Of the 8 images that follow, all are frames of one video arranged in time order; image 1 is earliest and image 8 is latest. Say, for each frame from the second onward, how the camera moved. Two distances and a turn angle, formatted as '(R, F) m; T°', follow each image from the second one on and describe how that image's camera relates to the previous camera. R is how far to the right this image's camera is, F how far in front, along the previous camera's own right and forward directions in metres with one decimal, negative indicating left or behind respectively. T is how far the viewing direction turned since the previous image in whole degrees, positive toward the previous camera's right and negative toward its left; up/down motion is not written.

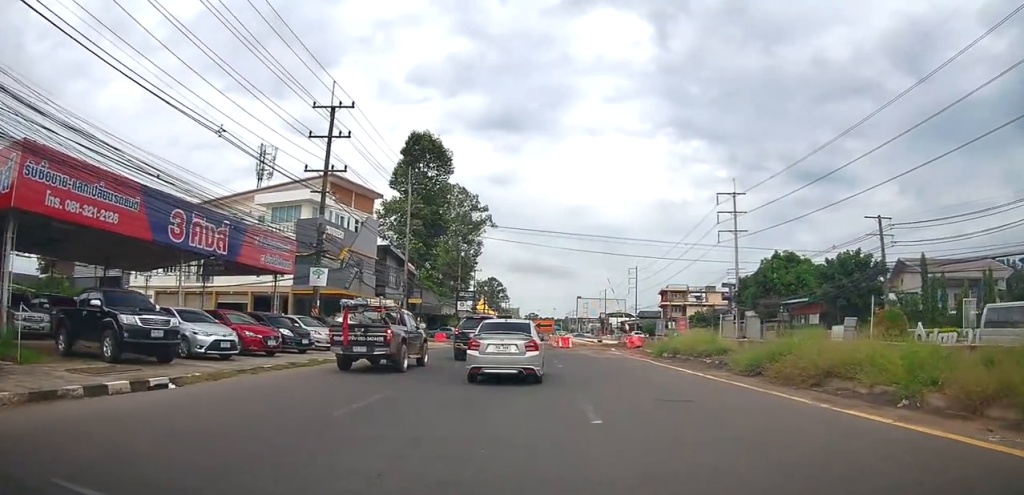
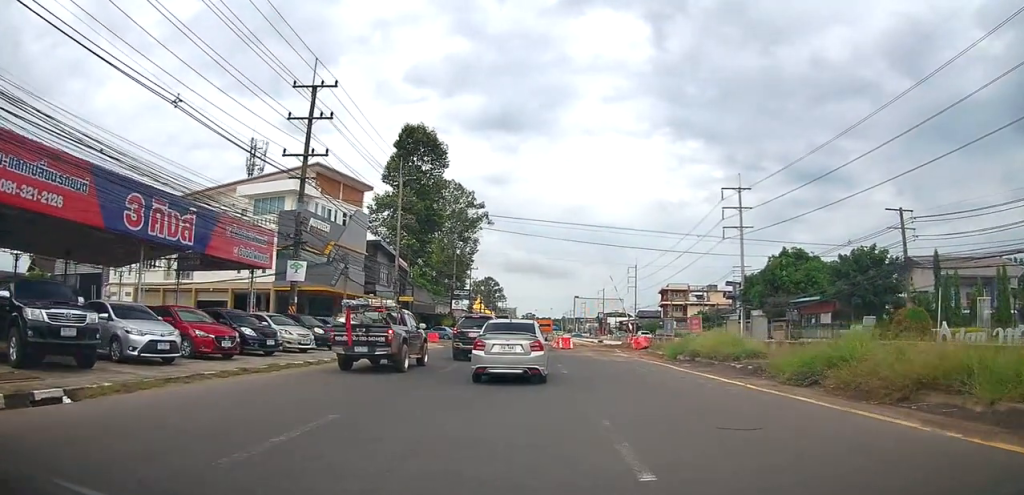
(-0.1, +2.9) m; +1°
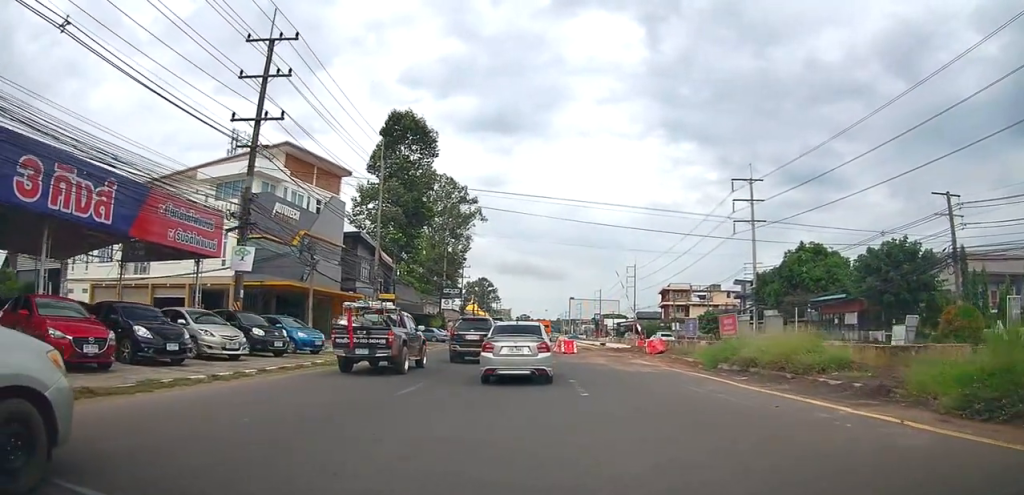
(+0.1, +5.5) m; +1°
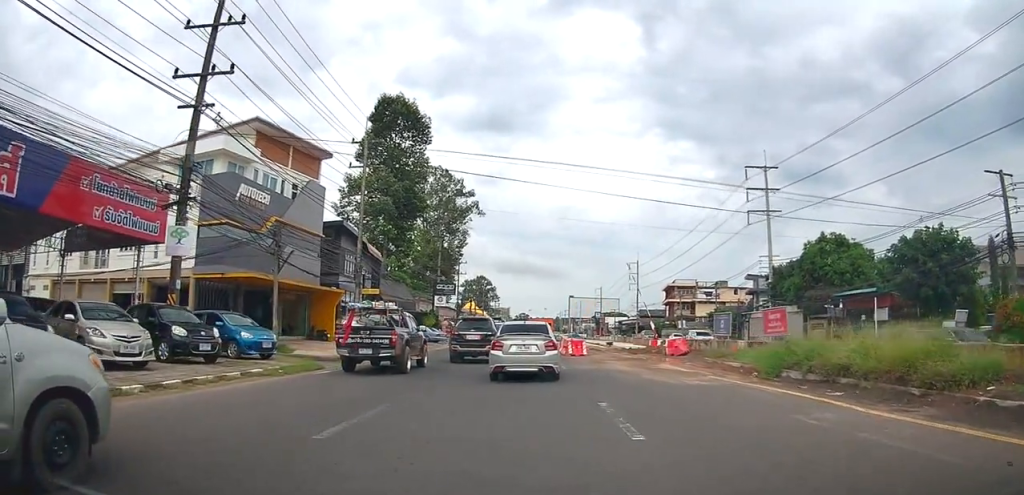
(-0.1, +4.8) m; +1°
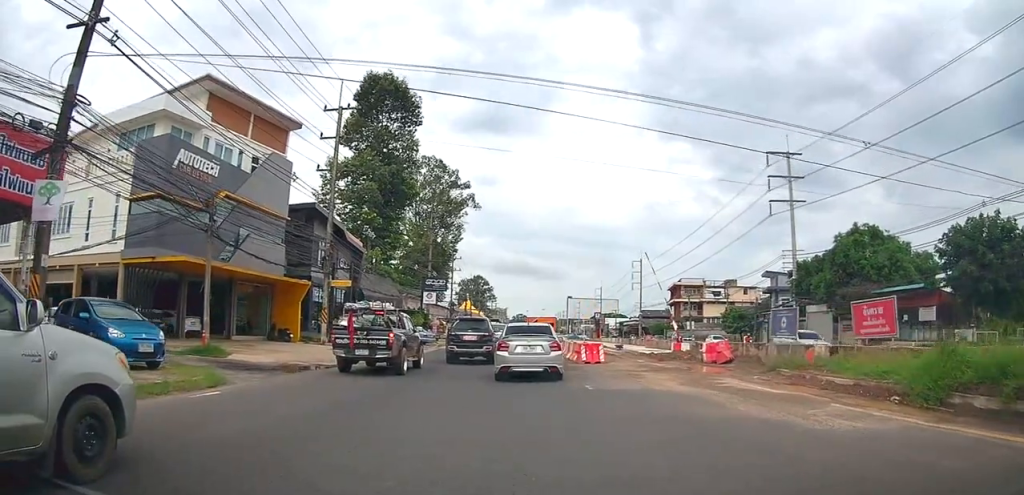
(+0.2, +6.1) m; -1°
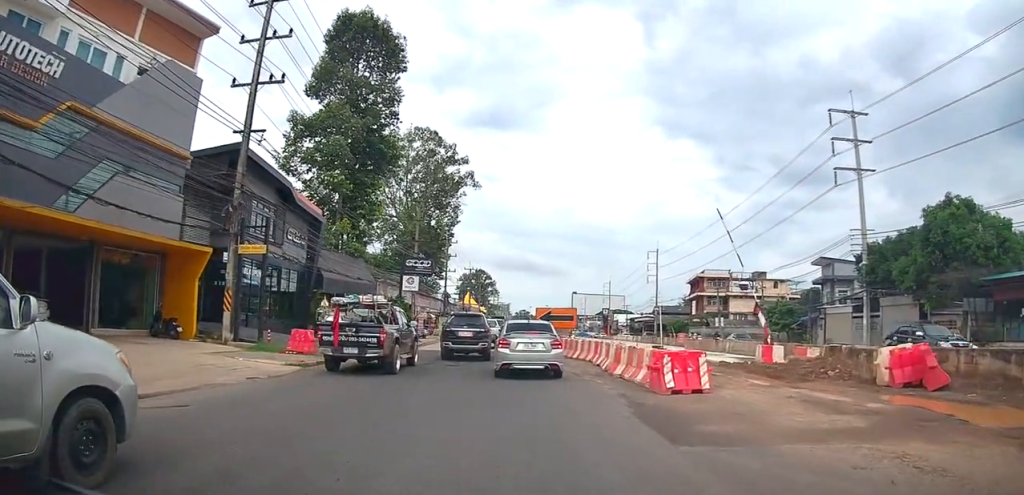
(-0.3, +11.8) m; 0°
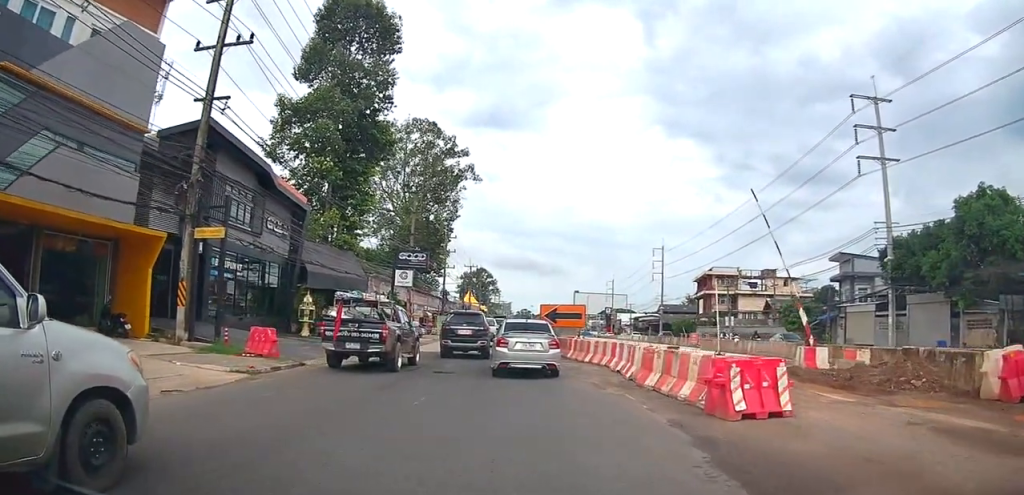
(0.0, +3.4) m; +1°
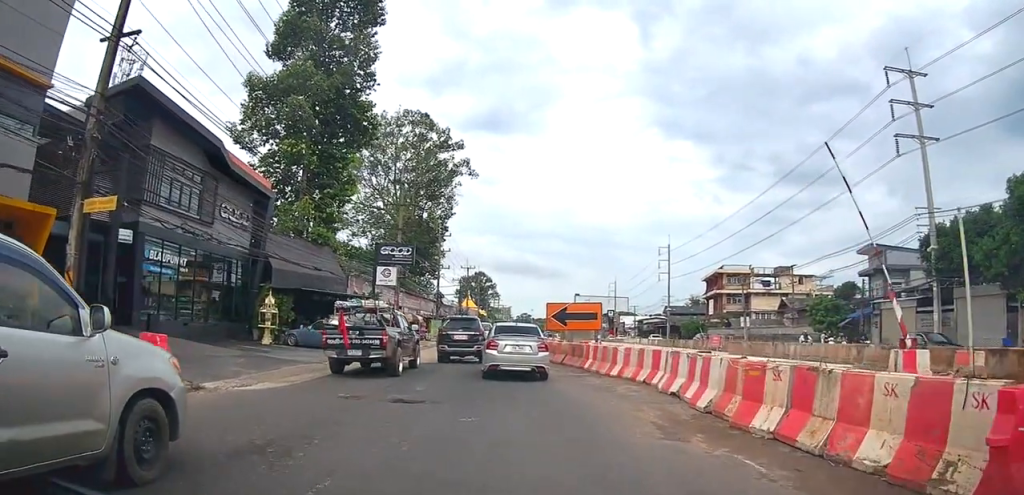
(0.0, +5.5) m; 0°
